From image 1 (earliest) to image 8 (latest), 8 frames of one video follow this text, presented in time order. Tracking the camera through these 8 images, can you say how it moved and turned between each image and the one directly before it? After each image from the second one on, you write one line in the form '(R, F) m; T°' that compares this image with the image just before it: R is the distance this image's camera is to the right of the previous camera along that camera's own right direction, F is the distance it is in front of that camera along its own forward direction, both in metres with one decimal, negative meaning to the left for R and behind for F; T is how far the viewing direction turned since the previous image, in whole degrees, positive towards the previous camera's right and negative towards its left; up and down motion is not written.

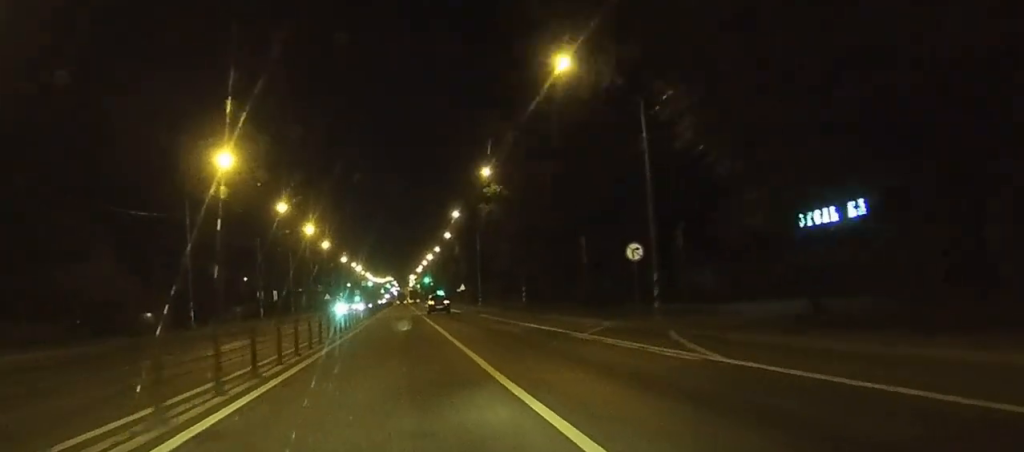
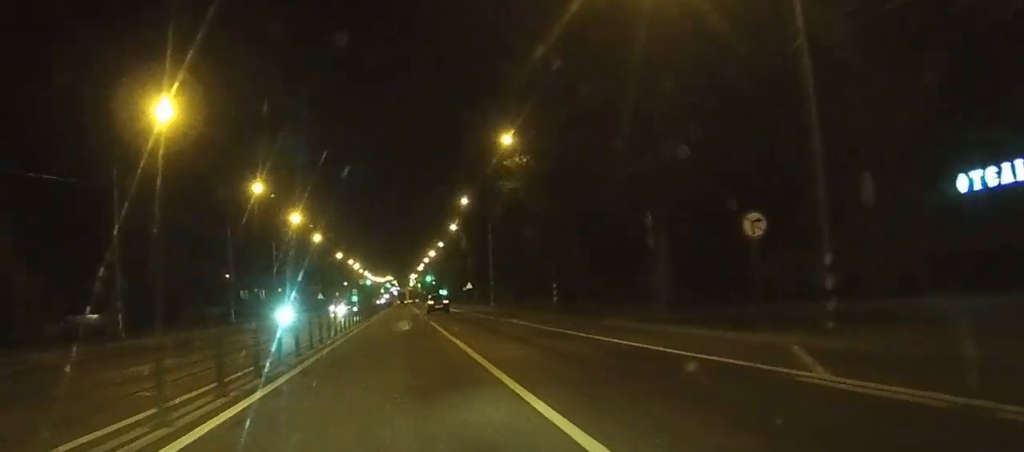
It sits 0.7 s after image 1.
(-0.1, +15.1) m; +1°
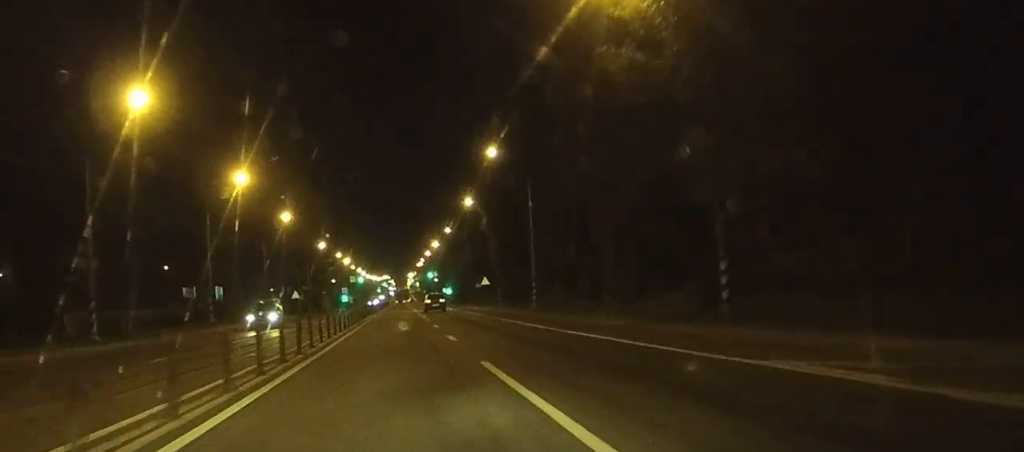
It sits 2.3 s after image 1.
(-0.2, +32.2) m; -2°
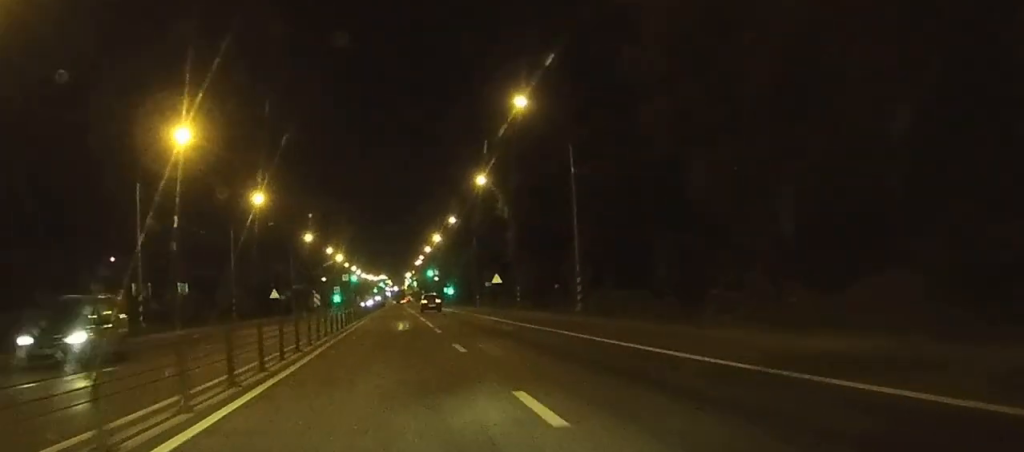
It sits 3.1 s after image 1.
(-0.2, +17.0) m; 0°
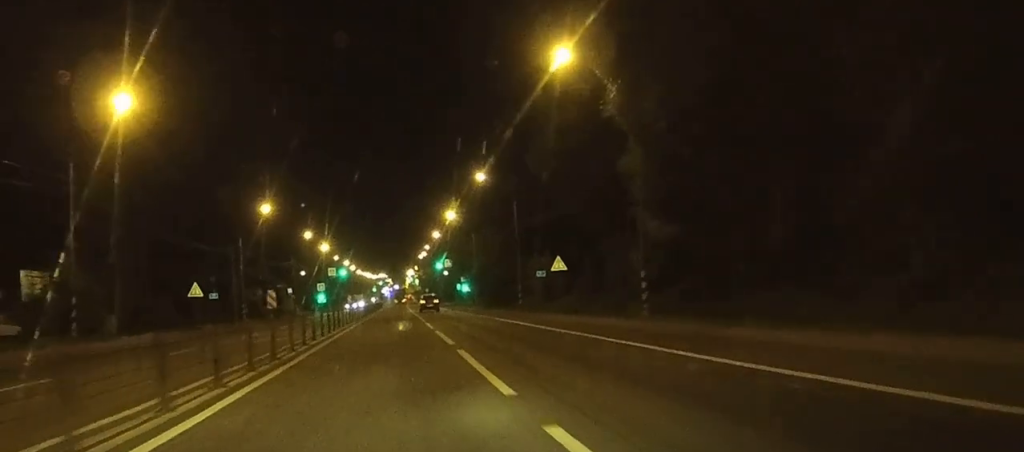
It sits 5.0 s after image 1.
(+0.4, +38.5) m; +1°
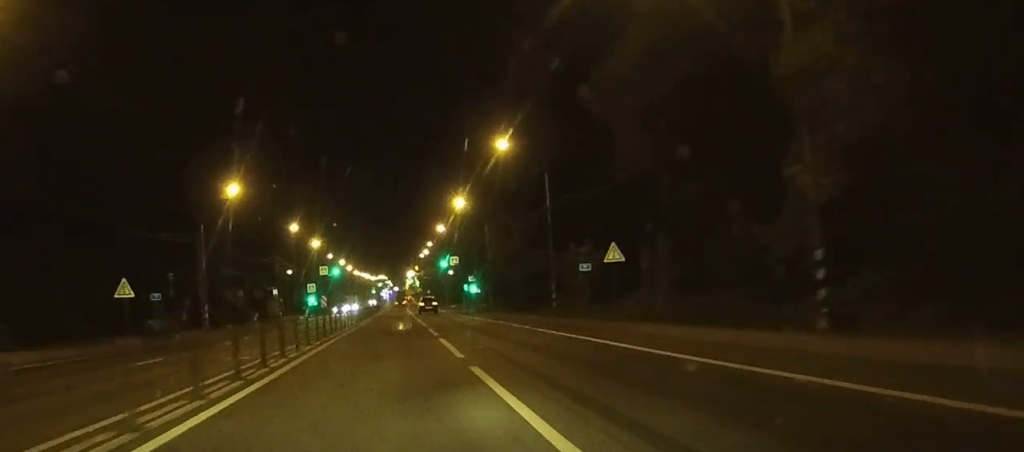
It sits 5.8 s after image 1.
(0.0, +16.2) m; 0°
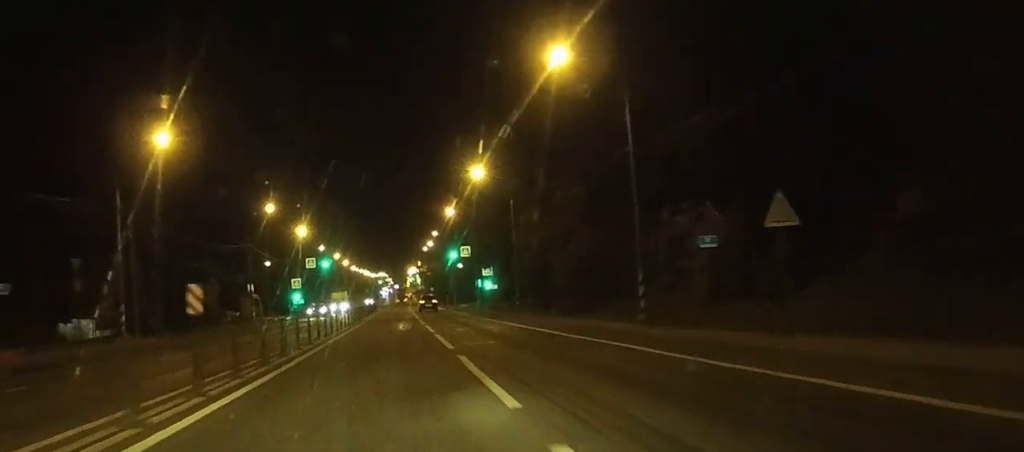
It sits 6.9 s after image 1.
(0.0, +20.8) m; 0°
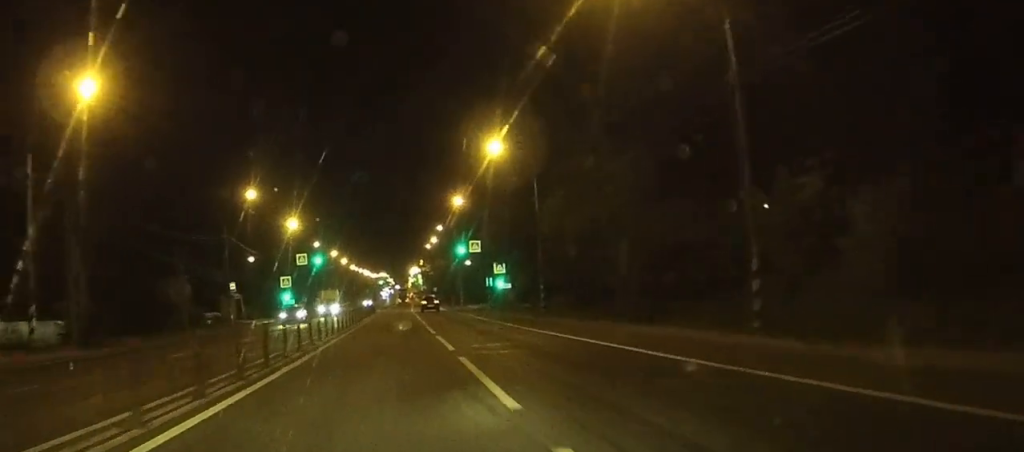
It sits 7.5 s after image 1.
(0.0, +12.0) m; 0°
